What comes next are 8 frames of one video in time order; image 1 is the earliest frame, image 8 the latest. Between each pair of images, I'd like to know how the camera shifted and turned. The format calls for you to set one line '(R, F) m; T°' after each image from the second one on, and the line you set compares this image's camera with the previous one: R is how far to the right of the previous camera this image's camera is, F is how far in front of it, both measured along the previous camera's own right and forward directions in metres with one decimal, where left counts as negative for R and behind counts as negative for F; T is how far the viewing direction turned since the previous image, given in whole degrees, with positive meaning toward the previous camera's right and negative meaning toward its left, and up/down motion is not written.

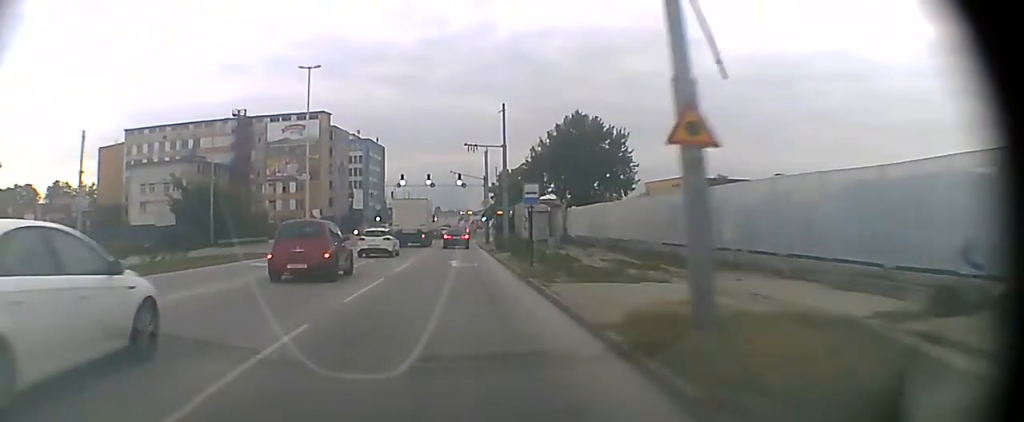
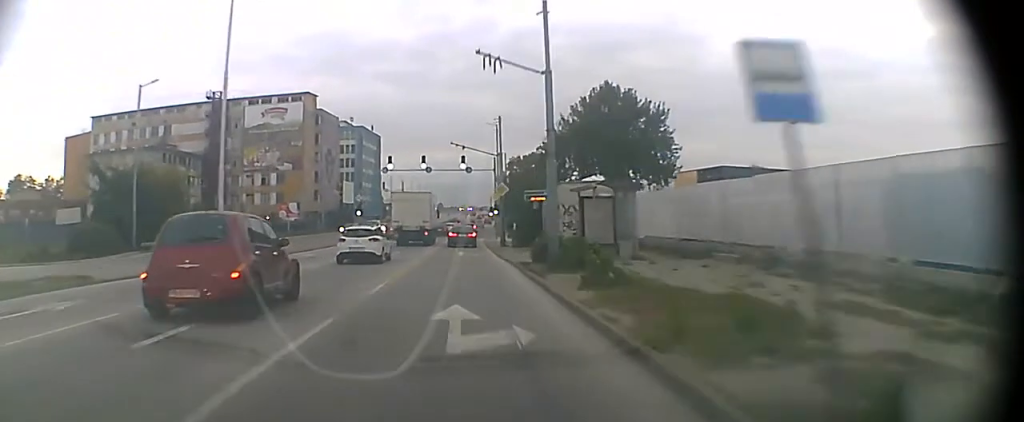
(0.0, +16.0) m; 0°
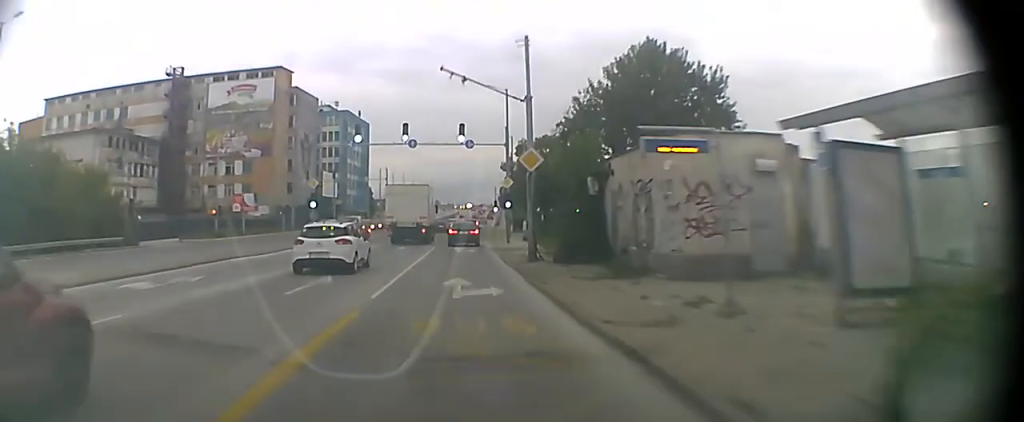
(0.0, +19.6) m; 0°
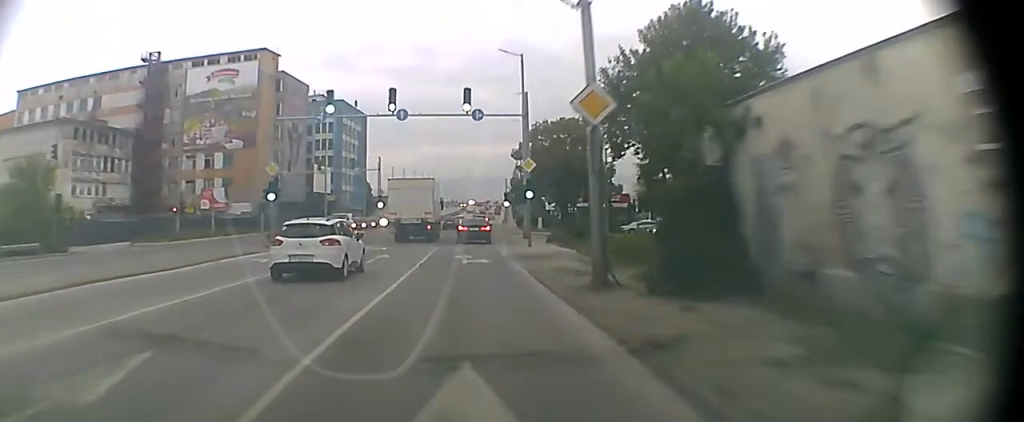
(0.0, +11.2) m; 0°
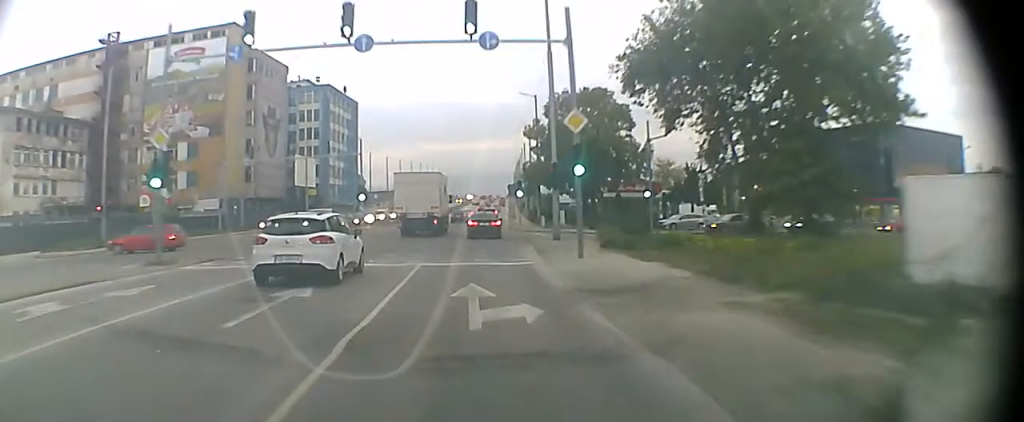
(0.0, +14.6) m; 0°
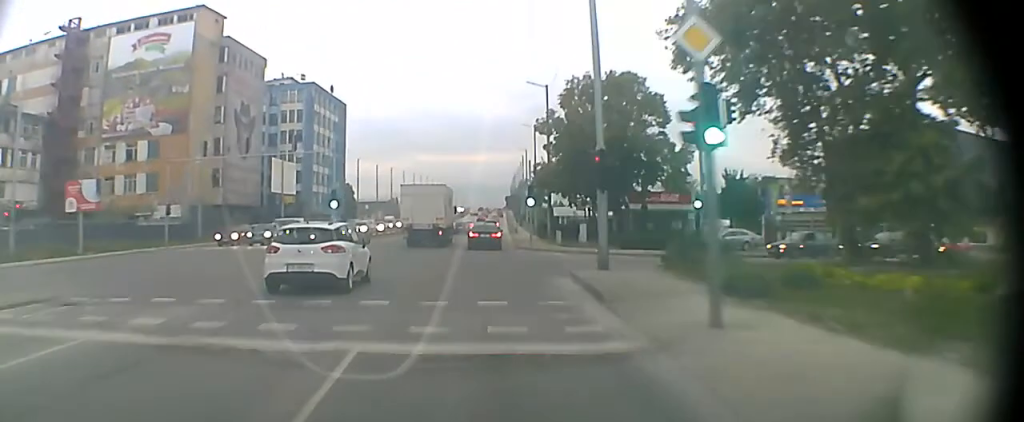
(0.0, +10.4) m; +1°
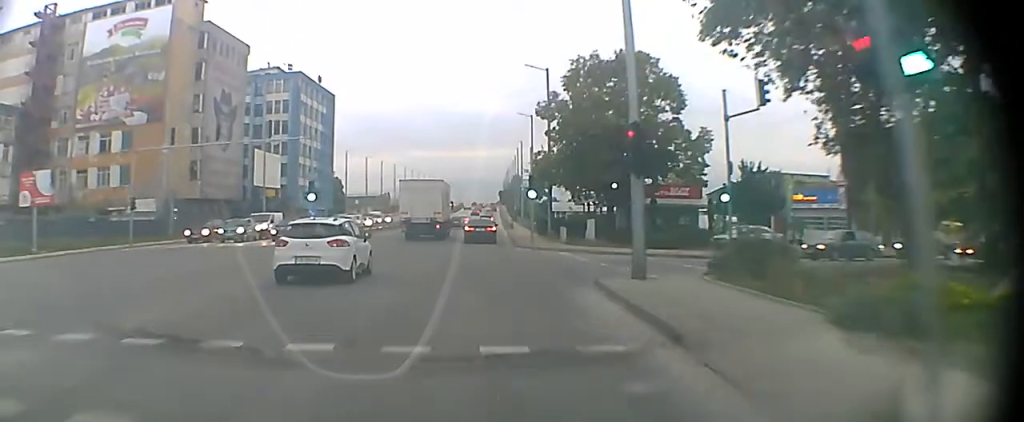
(0.0, +6.1) m; +1°
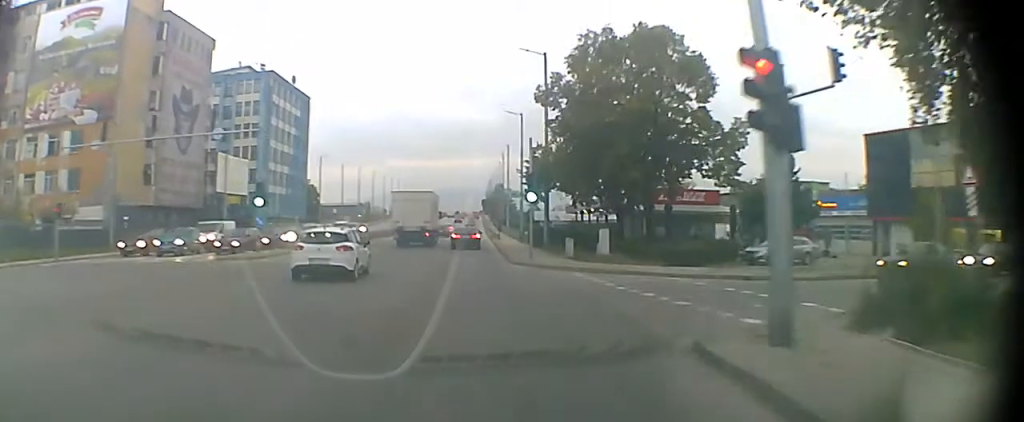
(+0.1, +7.7) m; +5°
